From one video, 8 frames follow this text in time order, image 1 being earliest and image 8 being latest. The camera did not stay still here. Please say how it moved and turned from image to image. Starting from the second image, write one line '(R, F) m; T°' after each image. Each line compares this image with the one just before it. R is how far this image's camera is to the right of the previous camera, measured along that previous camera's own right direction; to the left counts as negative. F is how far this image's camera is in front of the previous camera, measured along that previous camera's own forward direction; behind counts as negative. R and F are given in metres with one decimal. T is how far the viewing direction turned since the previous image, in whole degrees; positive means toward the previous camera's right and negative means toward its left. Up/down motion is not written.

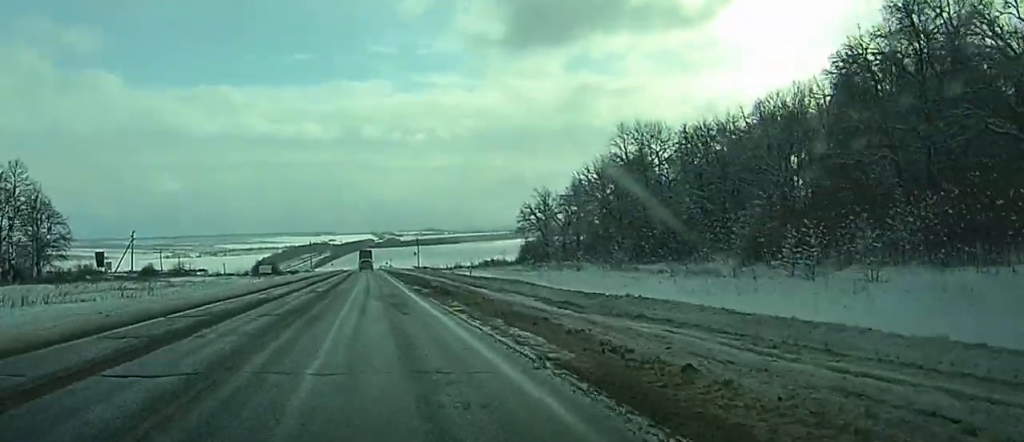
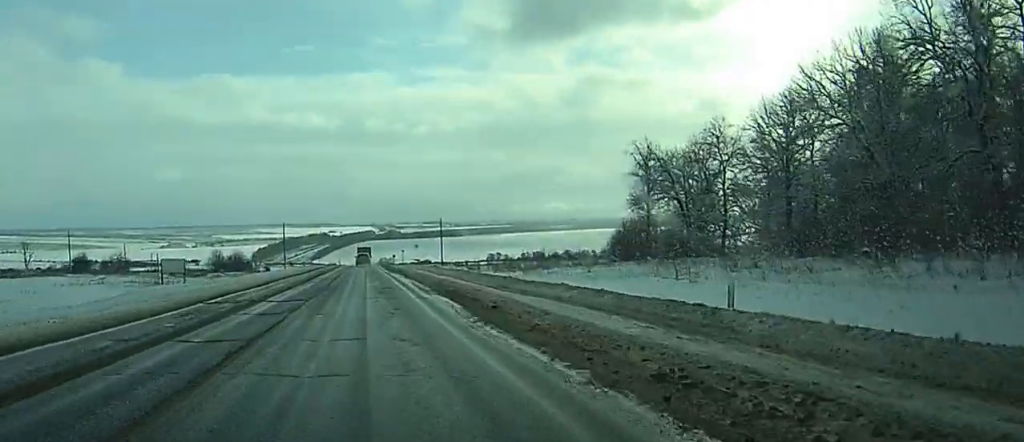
(-0.3, +70.0) m; 0°
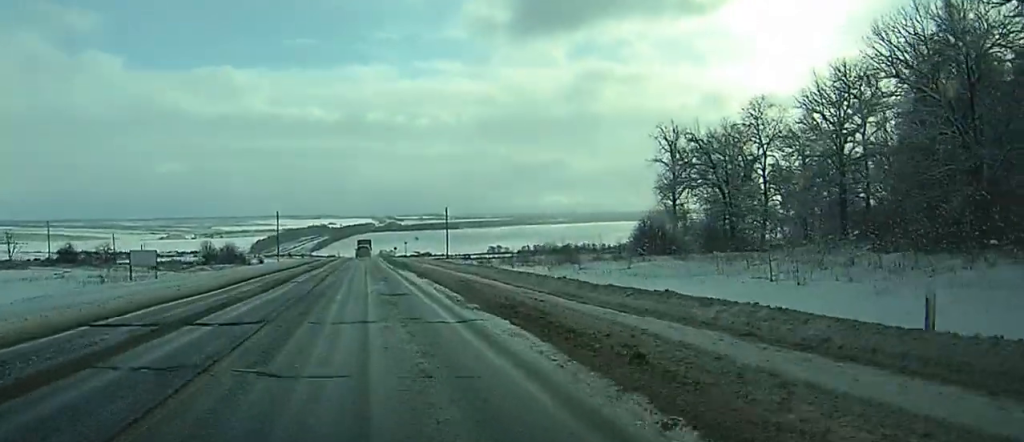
(0.0, +10.4) m; 0°
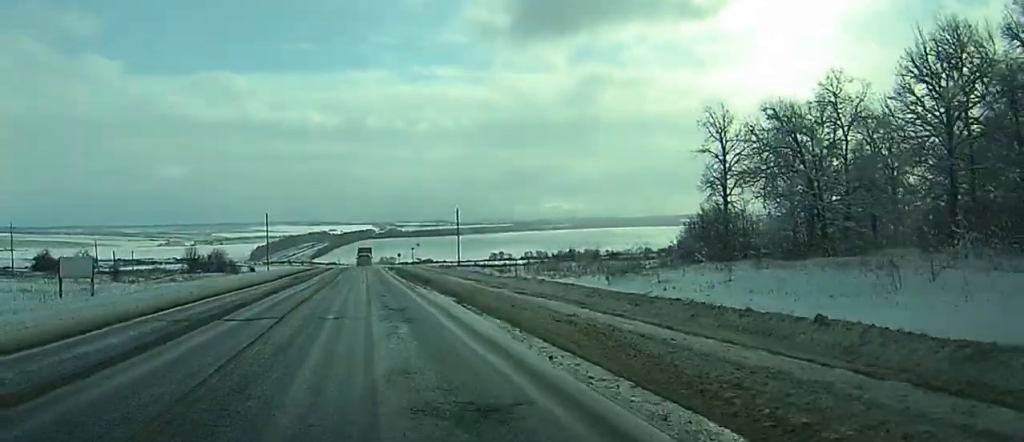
(0.0, +16.1) m; 0°
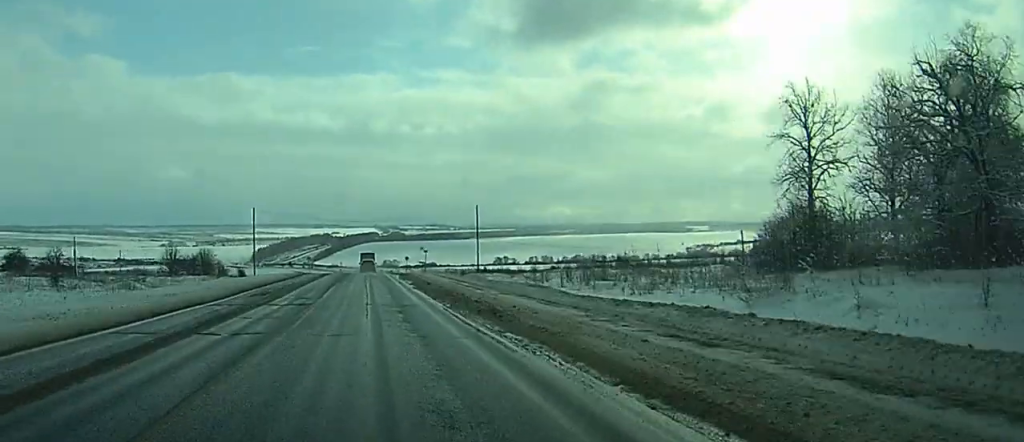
(0.0, +18.6) m; 0°
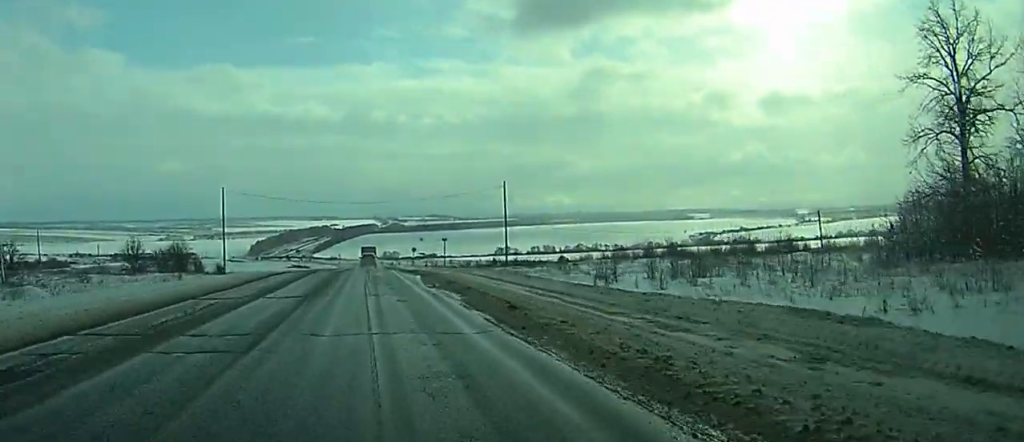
(0.0, +22.8) m; 0°
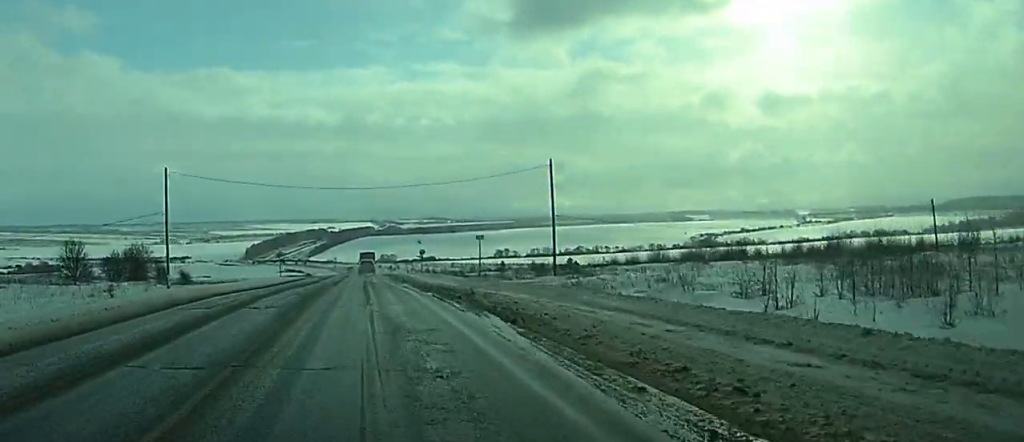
(0.0, +23.6) m; 0°
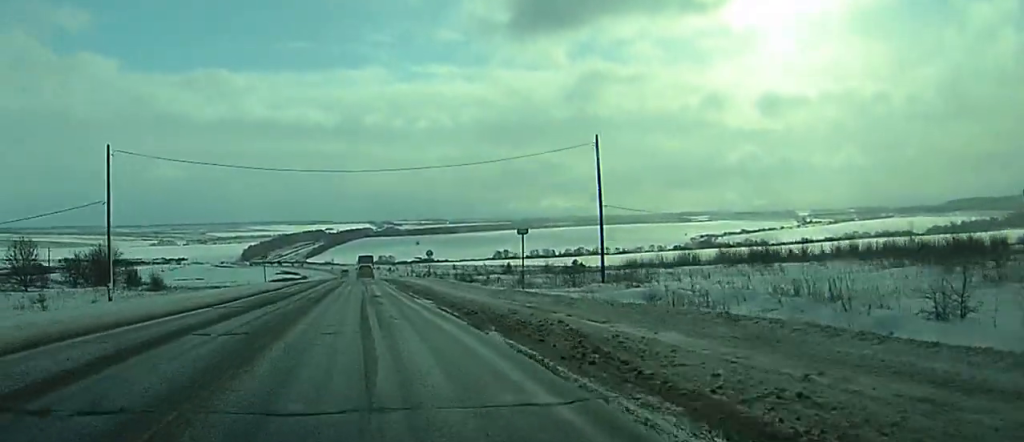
(0.0, +13.9) m; 0°
